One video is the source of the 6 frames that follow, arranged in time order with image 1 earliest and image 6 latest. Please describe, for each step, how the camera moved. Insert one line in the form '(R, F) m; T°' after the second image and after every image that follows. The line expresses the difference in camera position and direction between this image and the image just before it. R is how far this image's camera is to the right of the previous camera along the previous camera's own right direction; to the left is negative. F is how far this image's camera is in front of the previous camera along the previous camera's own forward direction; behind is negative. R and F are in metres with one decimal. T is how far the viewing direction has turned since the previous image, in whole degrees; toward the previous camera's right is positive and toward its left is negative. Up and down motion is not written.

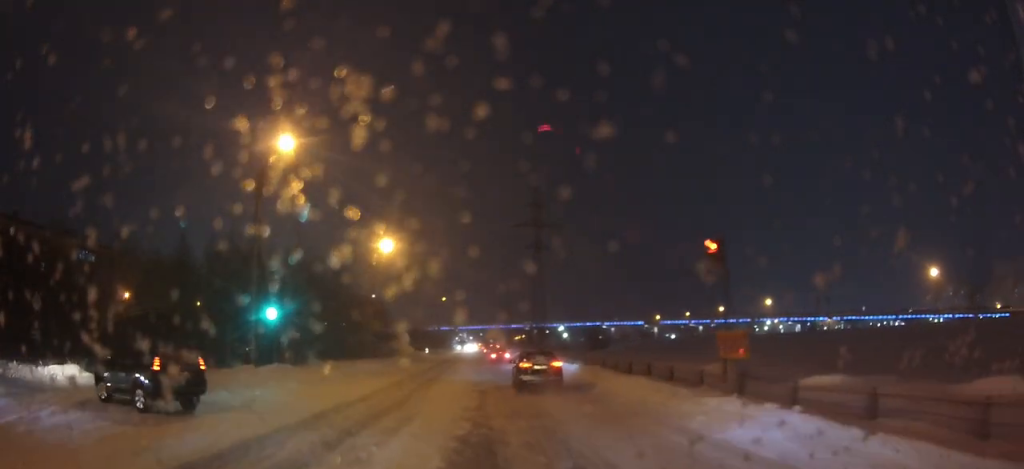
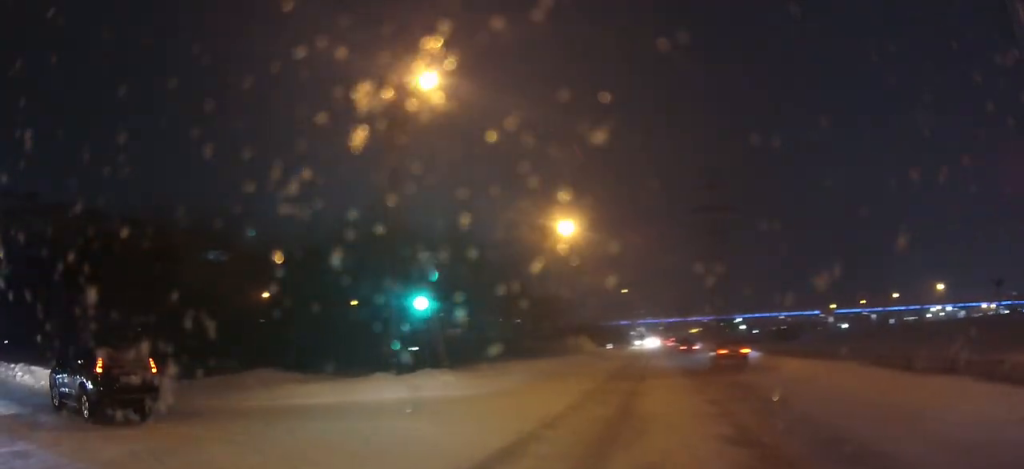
(-0.9, +6.5) m; -17°
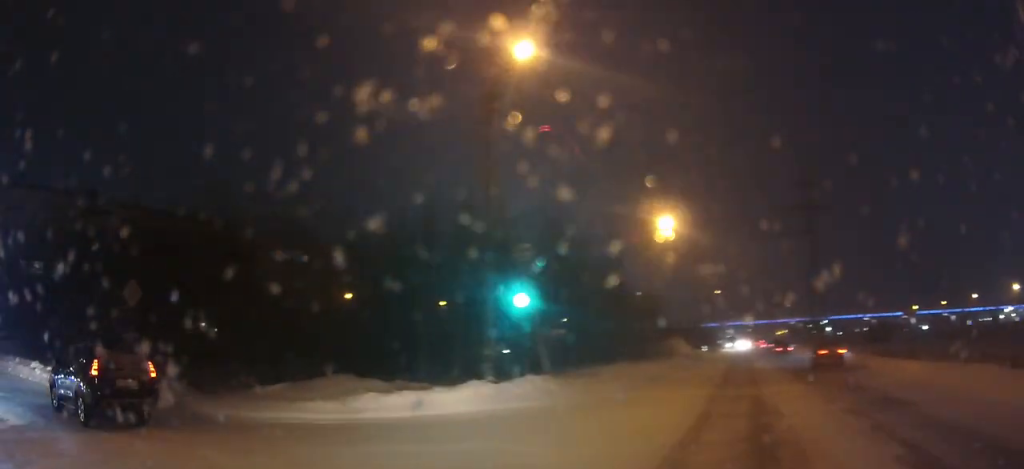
(-0.1, +2.4) m; -9°
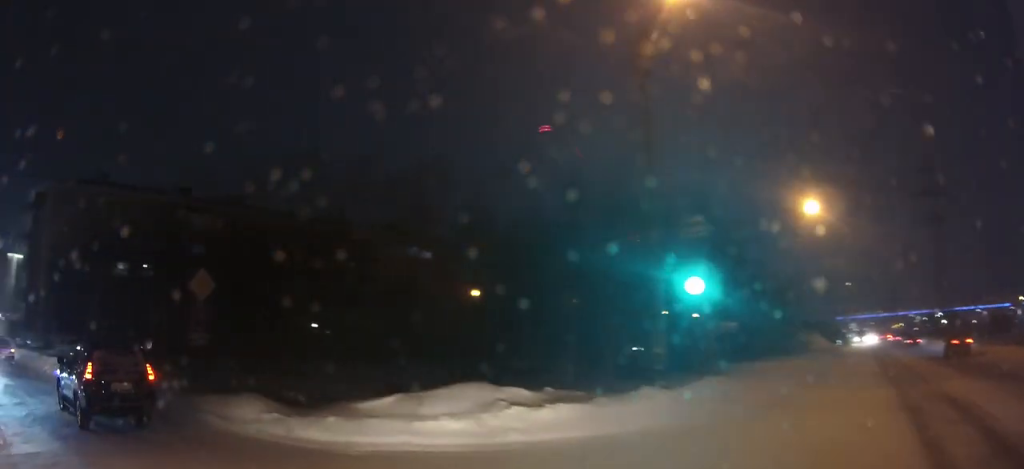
(-0.5, +3.4) m; -15°
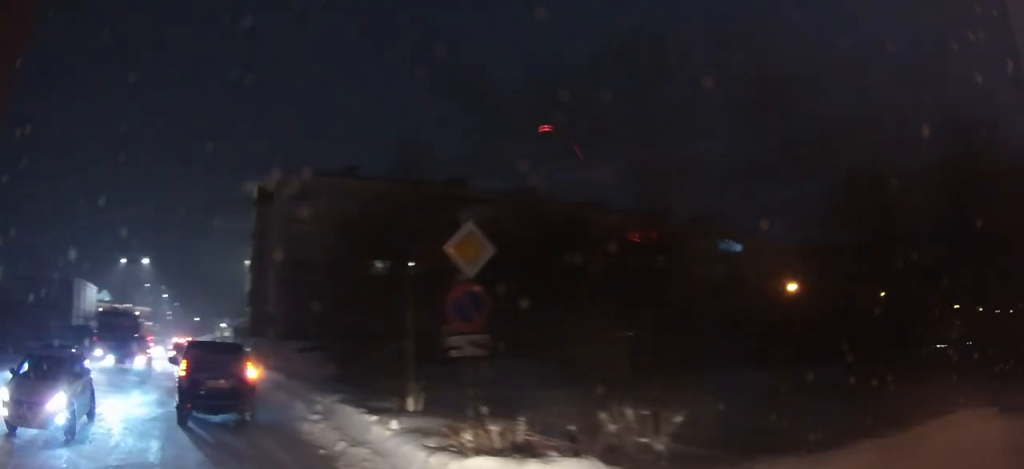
(-1.7, +6.6) m; -29°
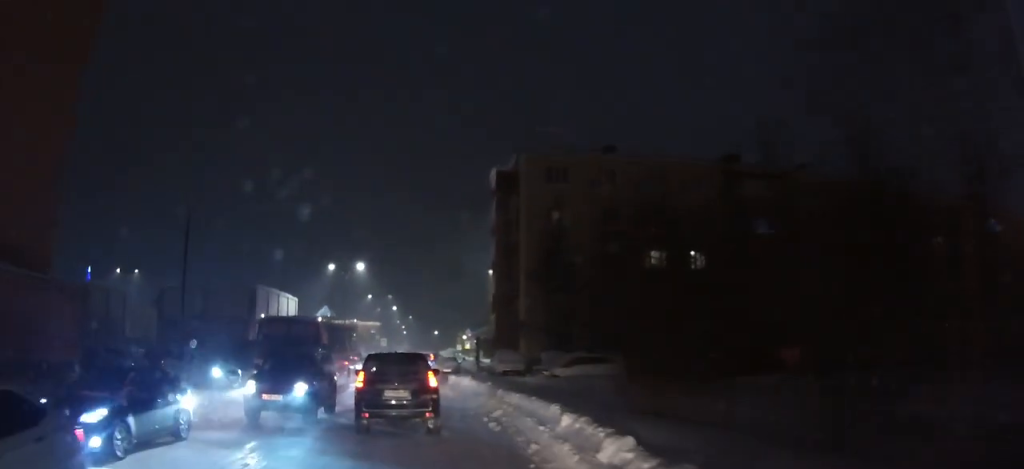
(-1.3, +8.6) m; -10°
